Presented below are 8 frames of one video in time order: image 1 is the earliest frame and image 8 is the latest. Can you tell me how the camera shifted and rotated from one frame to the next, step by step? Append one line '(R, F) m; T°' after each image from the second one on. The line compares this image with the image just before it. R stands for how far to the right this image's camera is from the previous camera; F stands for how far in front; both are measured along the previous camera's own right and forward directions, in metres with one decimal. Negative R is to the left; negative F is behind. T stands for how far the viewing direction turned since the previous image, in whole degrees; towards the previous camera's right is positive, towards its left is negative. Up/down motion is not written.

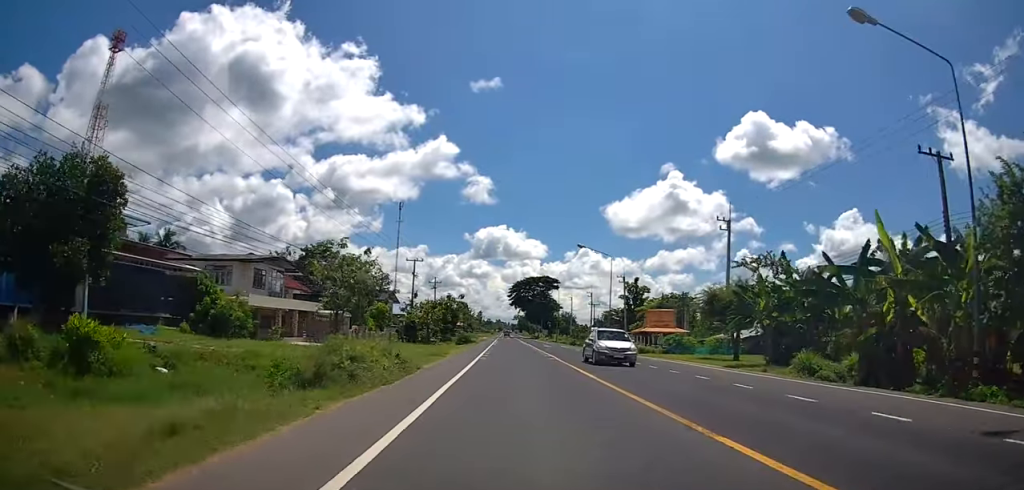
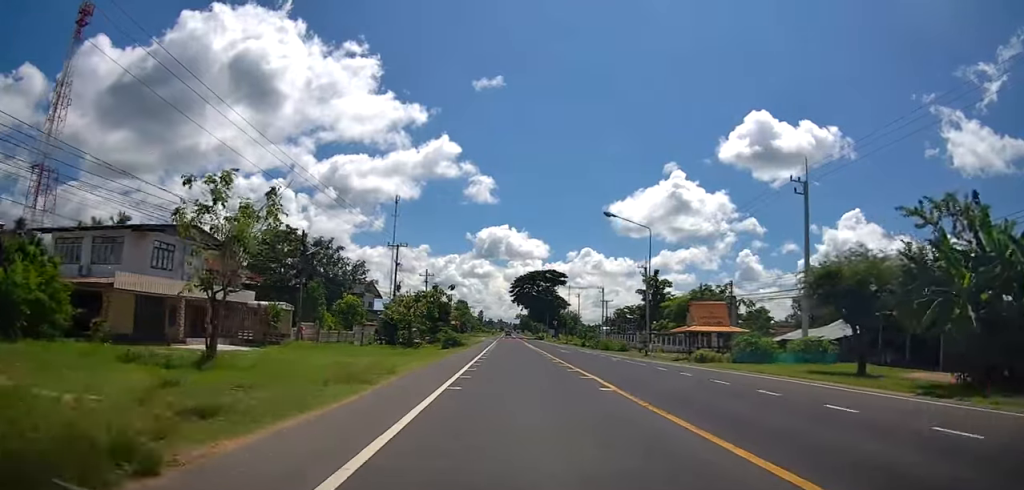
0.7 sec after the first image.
(0.0, +13.9) m; 0°
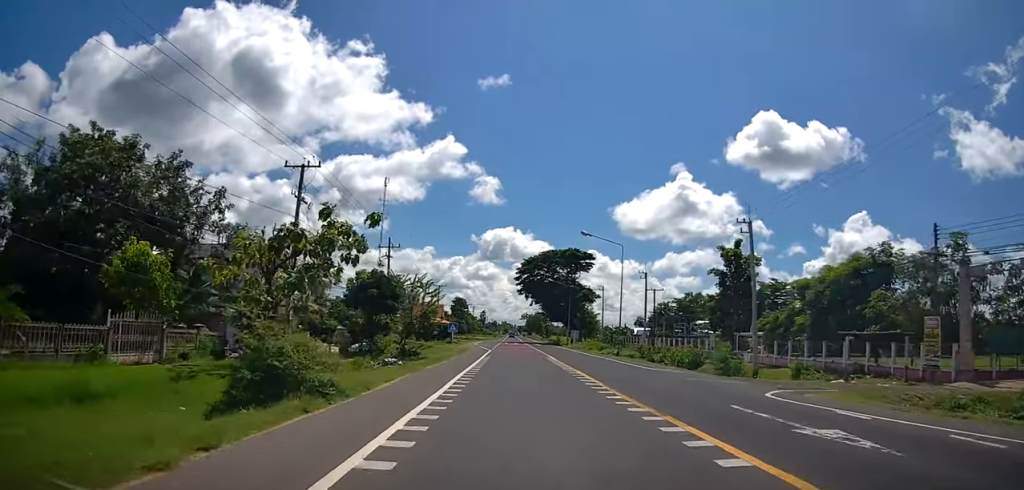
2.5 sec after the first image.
(-0.5, +34.0) m; -2°
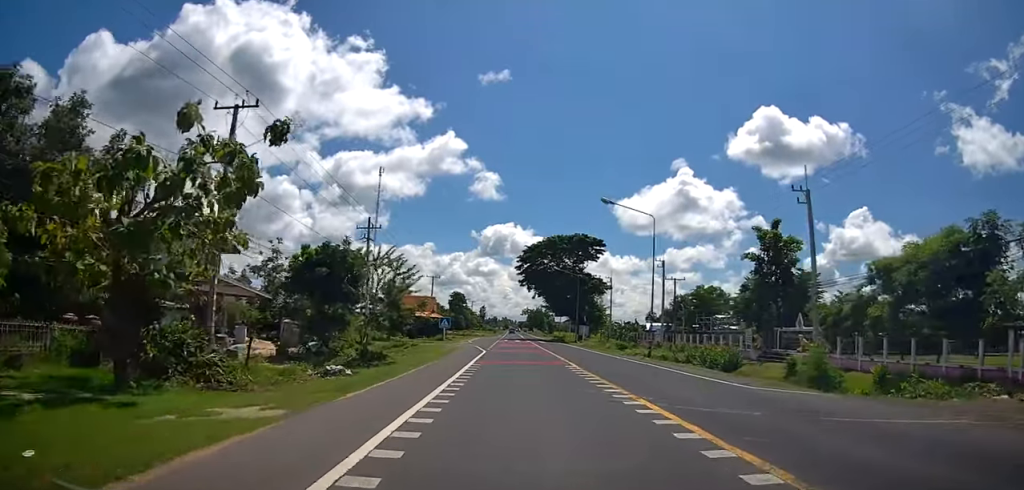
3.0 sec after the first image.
(-0.1, +9.7) m; +1°
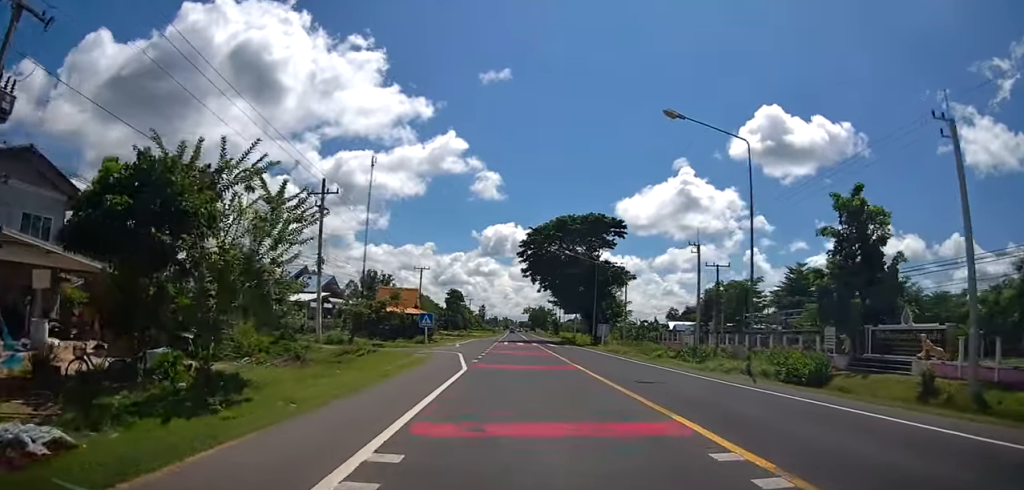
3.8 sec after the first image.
(+0.3, +14.3) m; +1°
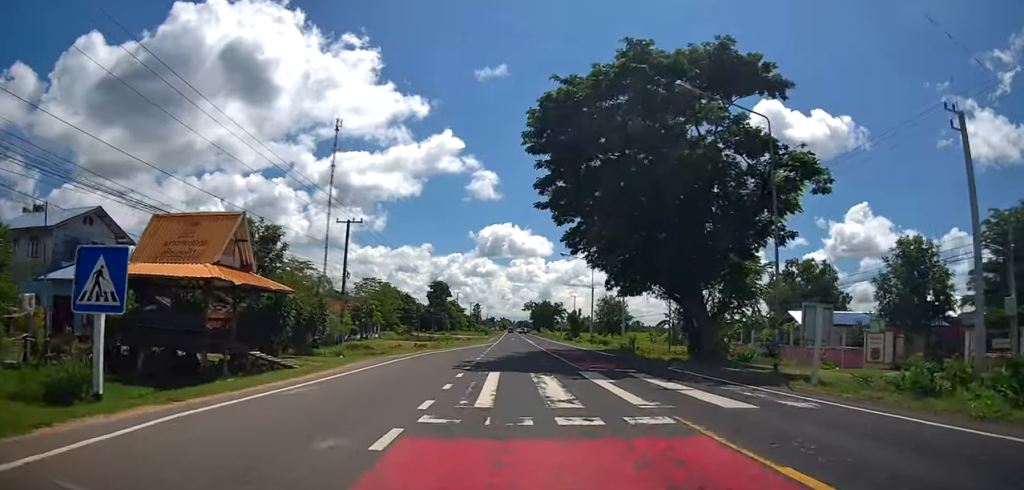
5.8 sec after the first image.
(+0.1, +40.8) m; 0°
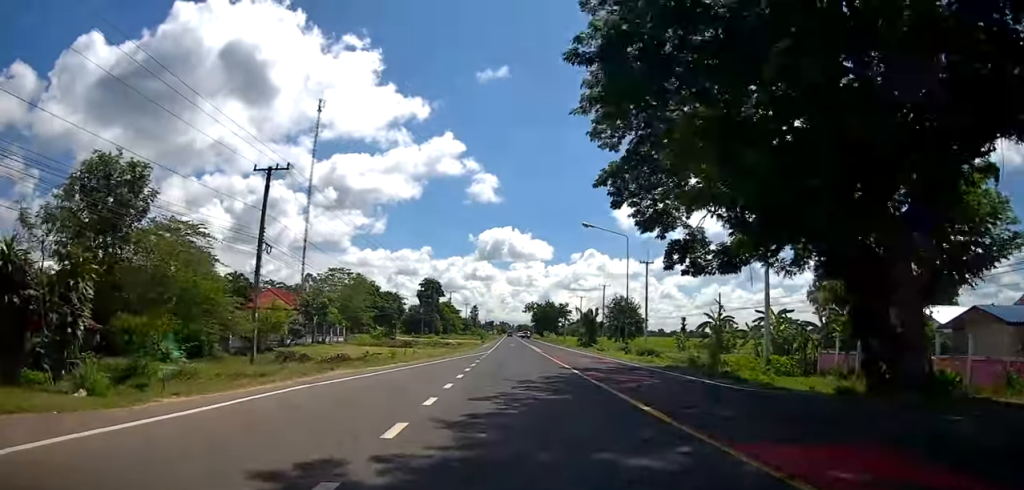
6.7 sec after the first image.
(+0.2, +17.6) m; 0°
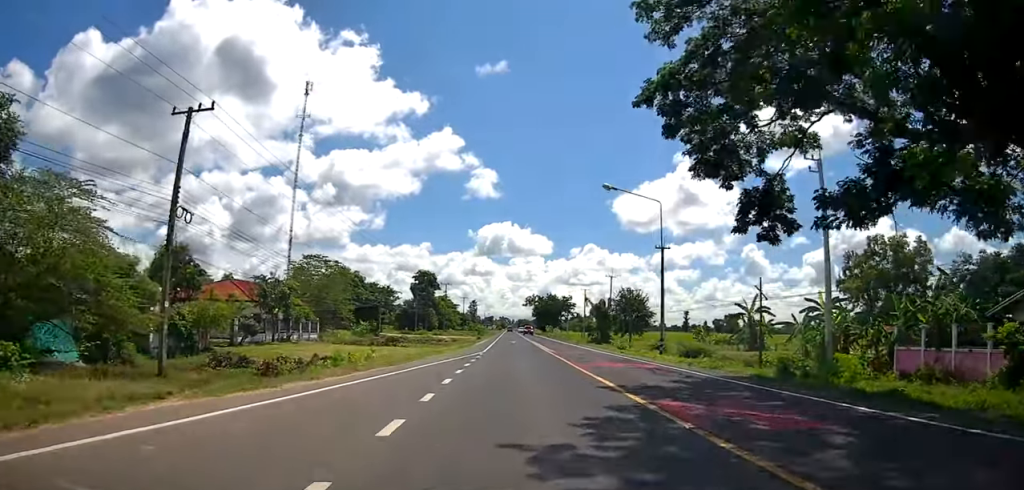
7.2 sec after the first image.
(-0.4, +9.3) m; 0°
